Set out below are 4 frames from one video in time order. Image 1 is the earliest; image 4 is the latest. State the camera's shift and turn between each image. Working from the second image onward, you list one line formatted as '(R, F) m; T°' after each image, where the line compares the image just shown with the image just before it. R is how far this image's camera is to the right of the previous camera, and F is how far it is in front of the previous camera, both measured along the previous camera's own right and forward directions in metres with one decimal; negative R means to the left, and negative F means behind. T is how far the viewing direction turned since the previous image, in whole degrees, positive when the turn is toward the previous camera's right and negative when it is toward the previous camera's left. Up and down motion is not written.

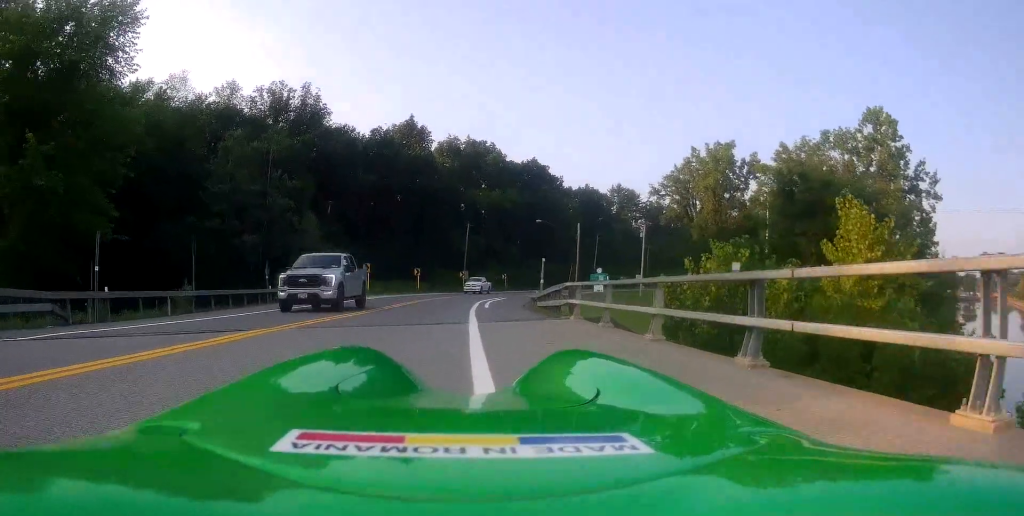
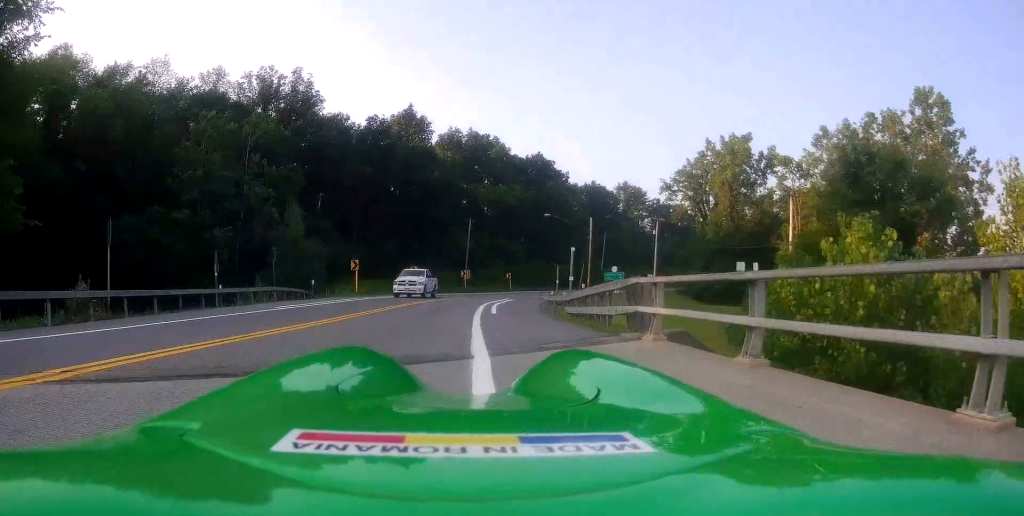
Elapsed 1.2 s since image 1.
(+0.3, +6.3) m; +2°
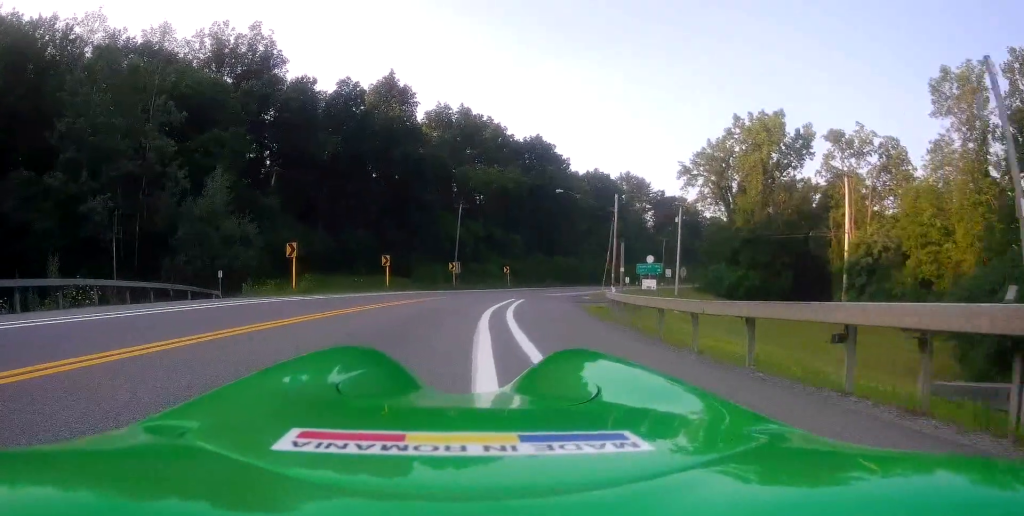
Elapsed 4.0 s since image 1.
(-0.7, +15.6) m; -3°
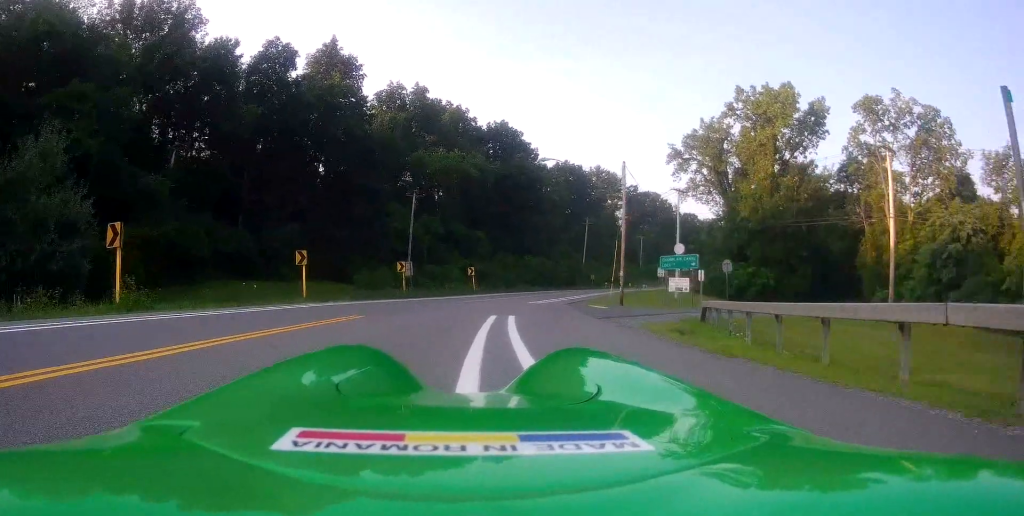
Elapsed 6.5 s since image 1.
(+0.9, +14.9) m; +8°
